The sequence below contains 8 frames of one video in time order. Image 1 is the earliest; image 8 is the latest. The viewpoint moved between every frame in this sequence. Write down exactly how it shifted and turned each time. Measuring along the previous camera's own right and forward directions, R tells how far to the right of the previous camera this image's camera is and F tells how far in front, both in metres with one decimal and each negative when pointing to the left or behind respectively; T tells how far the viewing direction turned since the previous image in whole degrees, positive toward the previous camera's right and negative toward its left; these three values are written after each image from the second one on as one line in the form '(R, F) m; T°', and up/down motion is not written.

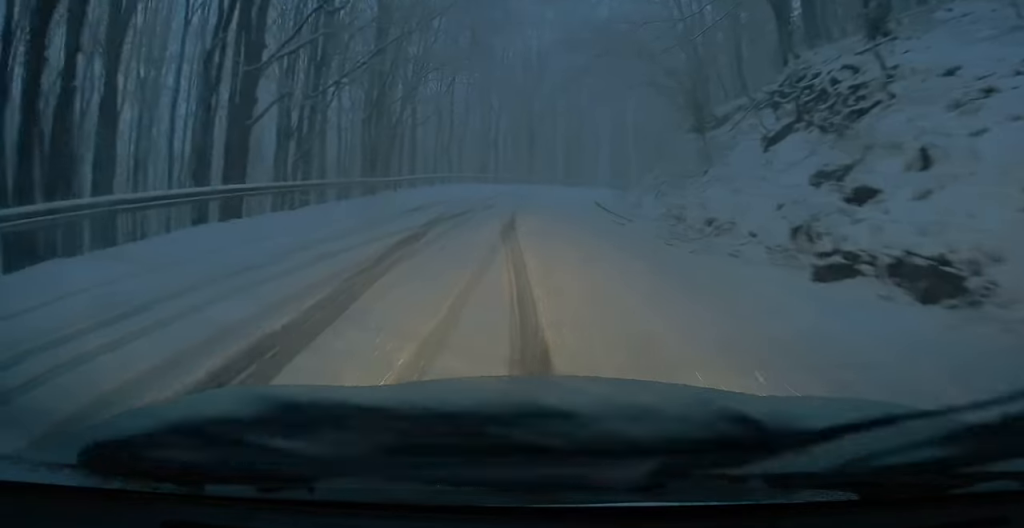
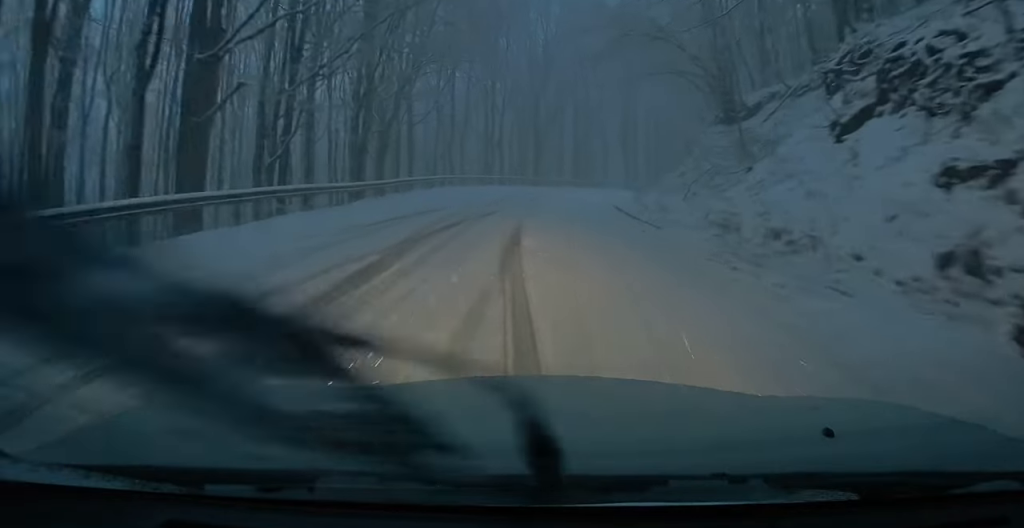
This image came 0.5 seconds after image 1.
(+0.5, +2.8) m; +4°
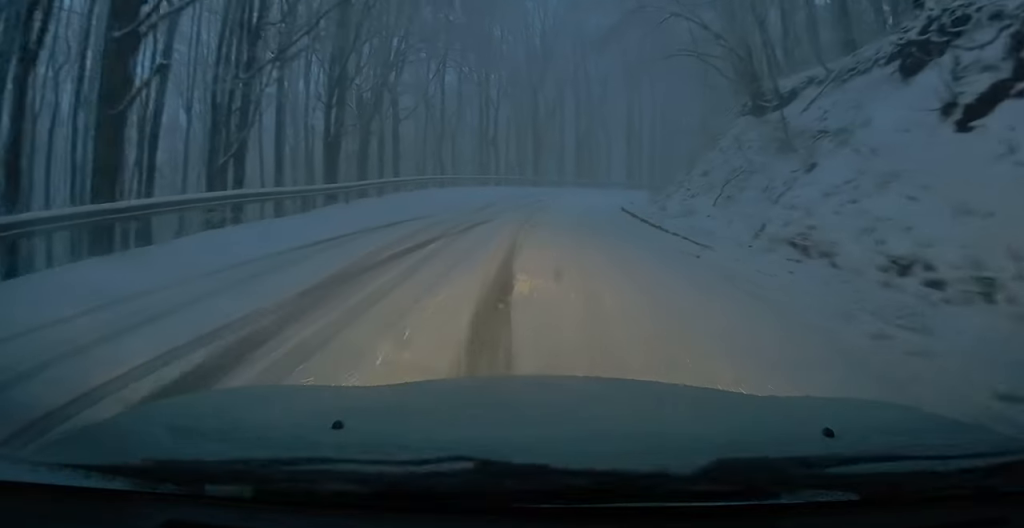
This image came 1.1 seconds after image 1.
(+0.1, +3.3) m; -2°
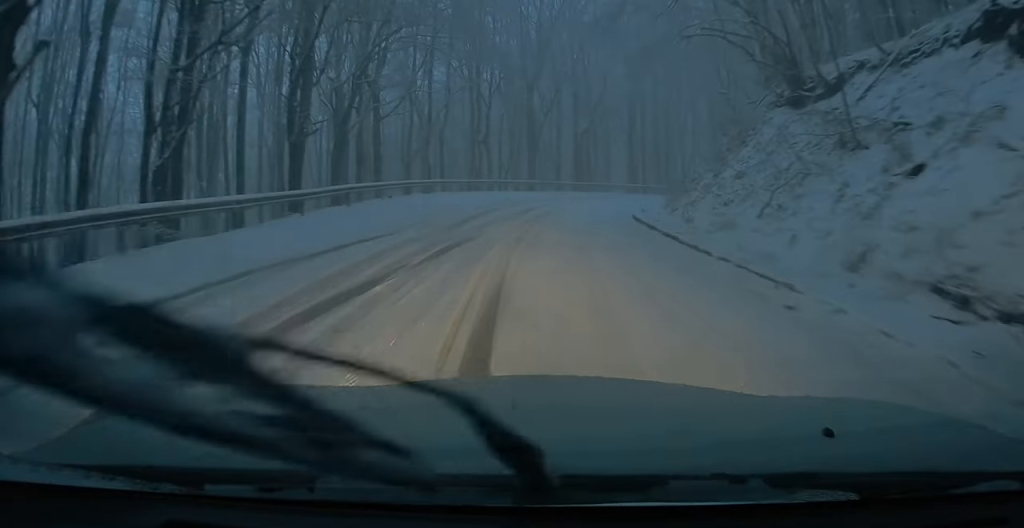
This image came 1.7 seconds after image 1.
(0.0, +3.3) m; -6°
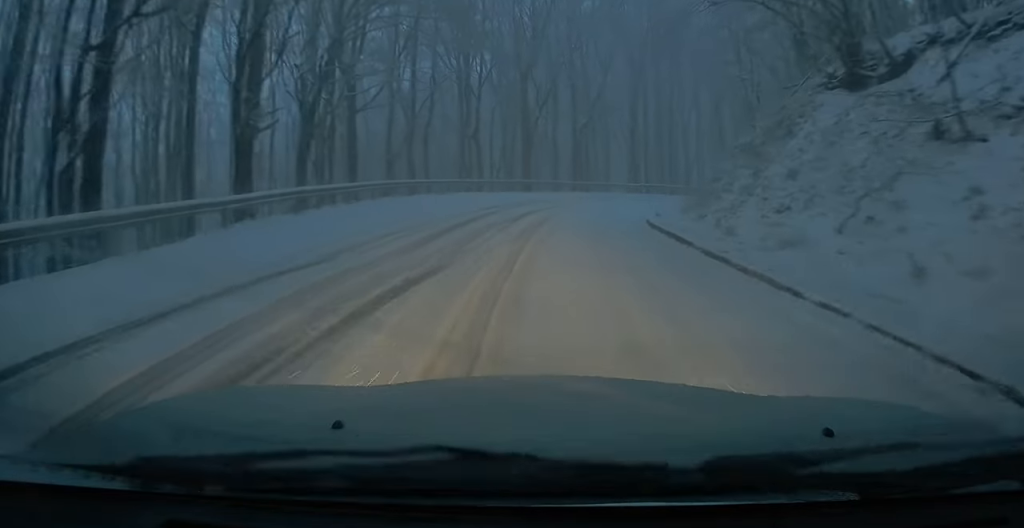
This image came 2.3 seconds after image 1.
(-0.4, +3.5) m; -4°
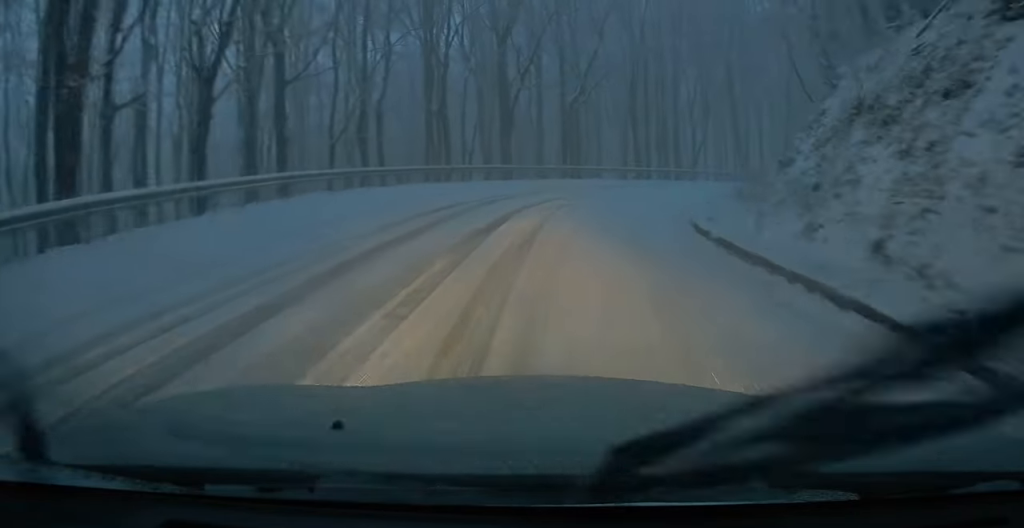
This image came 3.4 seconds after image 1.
(-0.4, +6.7) m; -5°
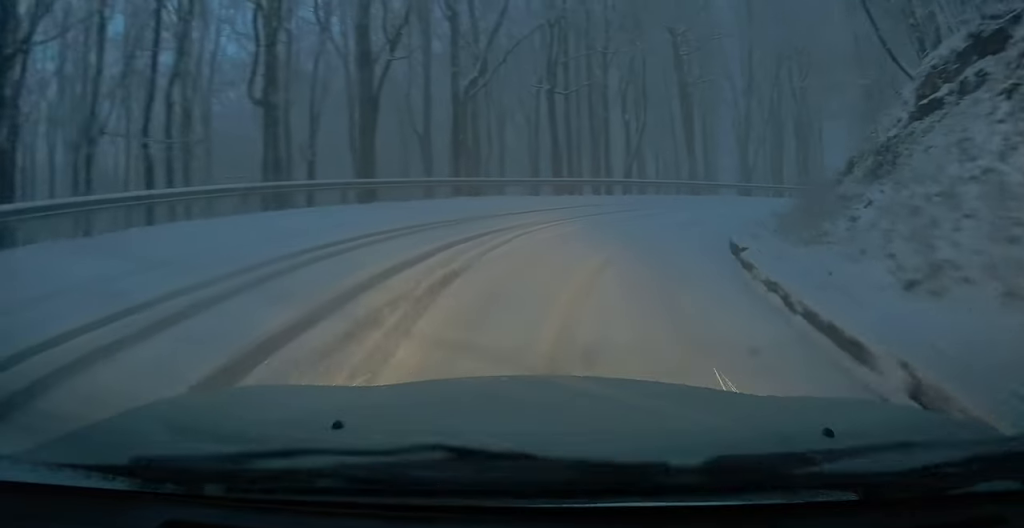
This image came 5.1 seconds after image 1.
(+0.1, +11.4) m; +5°
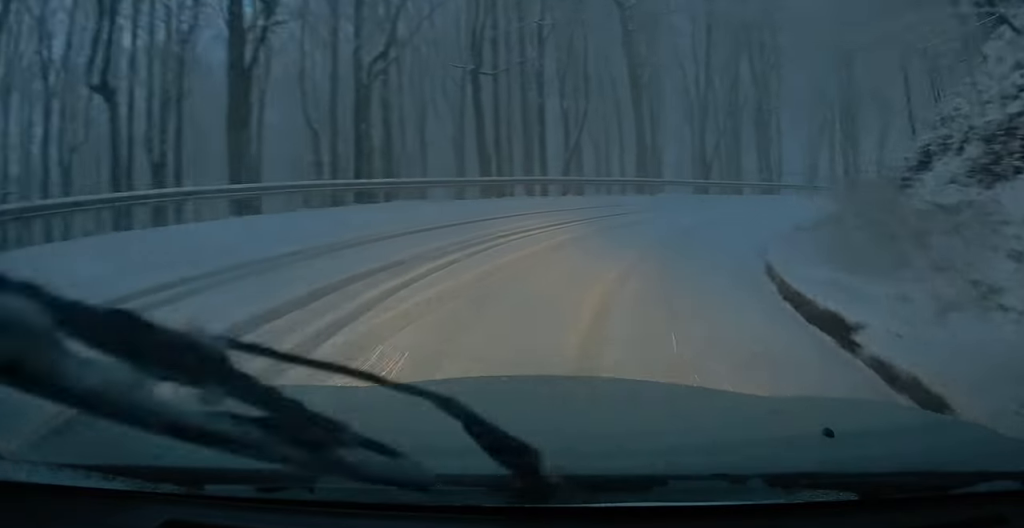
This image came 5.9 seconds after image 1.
(+0.4, +6.2) m; +4°
